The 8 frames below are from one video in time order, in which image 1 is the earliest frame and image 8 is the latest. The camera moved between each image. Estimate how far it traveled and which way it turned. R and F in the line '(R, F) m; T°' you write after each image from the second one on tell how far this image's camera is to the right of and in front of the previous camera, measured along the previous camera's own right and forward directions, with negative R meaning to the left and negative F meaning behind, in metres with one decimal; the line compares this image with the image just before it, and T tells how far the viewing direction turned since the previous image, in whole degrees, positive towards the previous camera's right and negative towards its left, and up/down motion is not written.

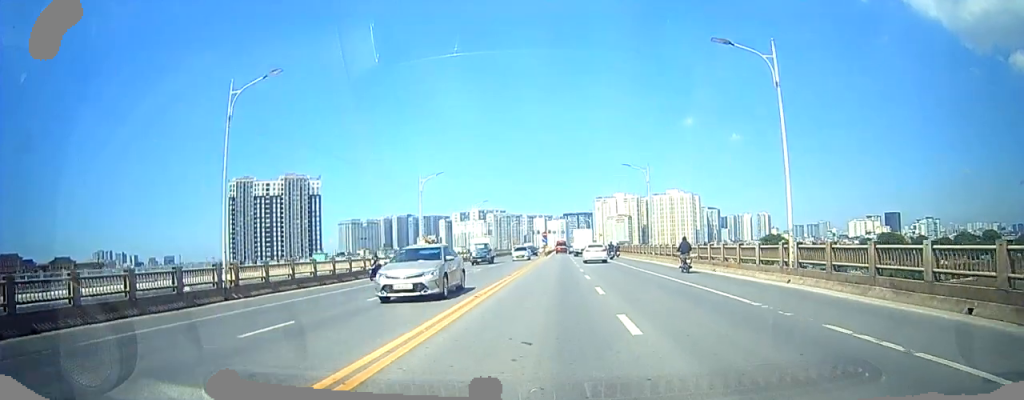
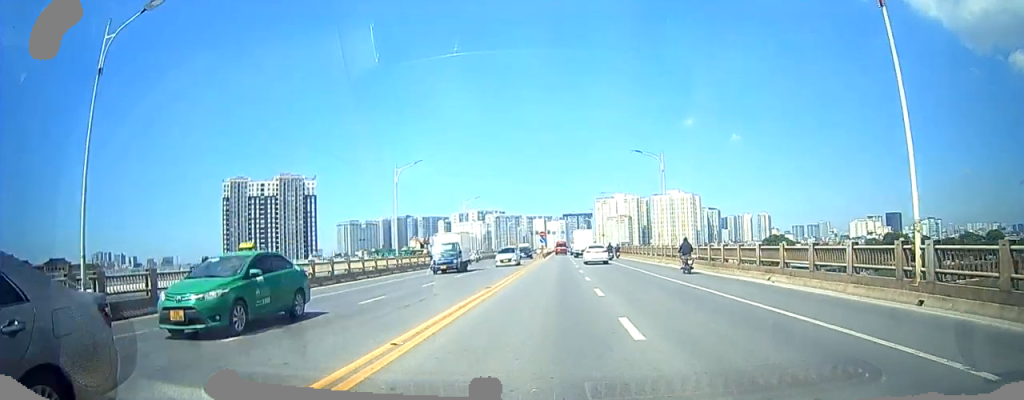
(0.0, +7.8) m; 0°
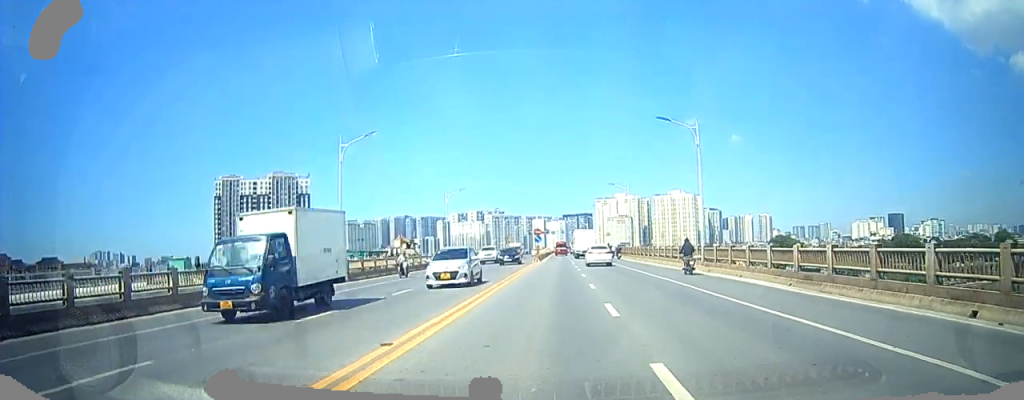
(0.0, +12.1) m; +1°
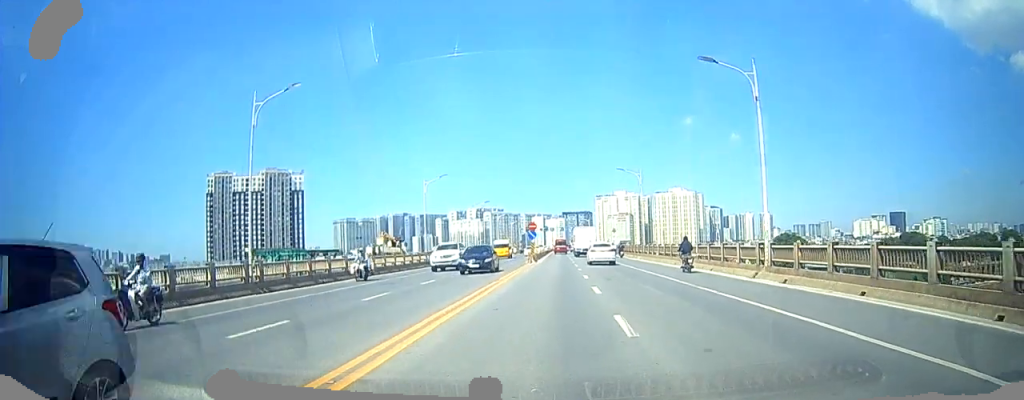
(+0.3, +10.4) m; -2°
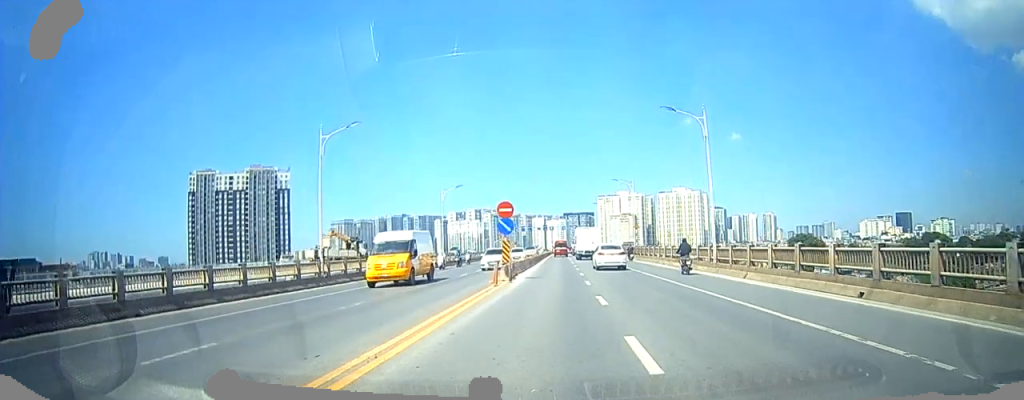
(0.0, +25.2) m; +3°
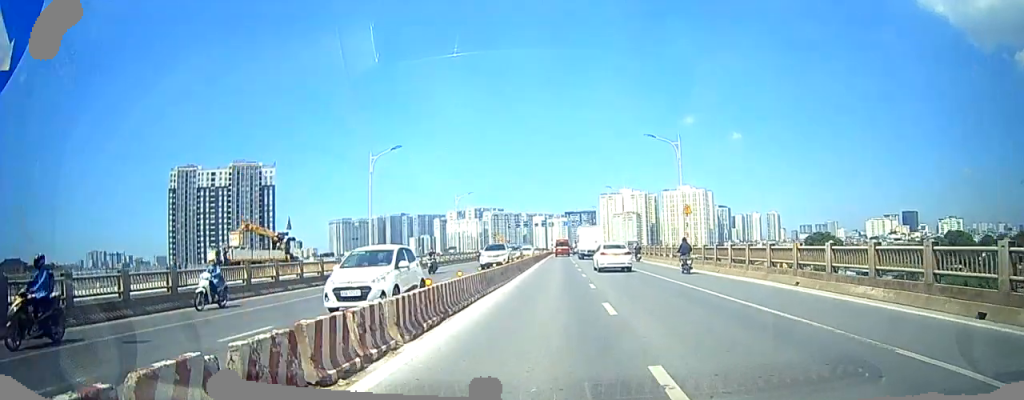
(+0.2, +26.0) m; -2°
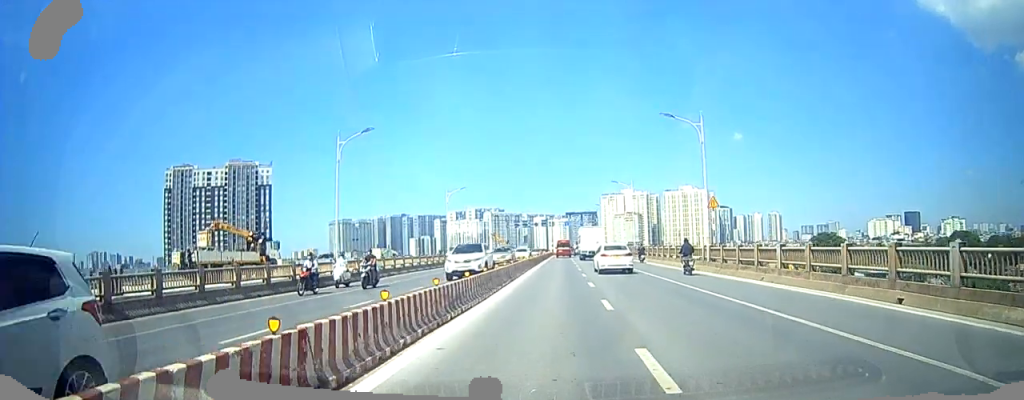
(0.0, +6.5) m; -1°
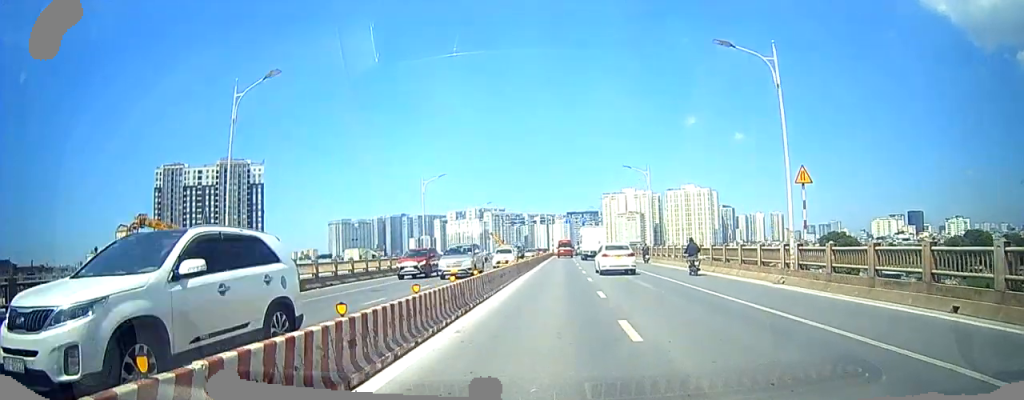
(-0.4, +12.7) m; 0°
